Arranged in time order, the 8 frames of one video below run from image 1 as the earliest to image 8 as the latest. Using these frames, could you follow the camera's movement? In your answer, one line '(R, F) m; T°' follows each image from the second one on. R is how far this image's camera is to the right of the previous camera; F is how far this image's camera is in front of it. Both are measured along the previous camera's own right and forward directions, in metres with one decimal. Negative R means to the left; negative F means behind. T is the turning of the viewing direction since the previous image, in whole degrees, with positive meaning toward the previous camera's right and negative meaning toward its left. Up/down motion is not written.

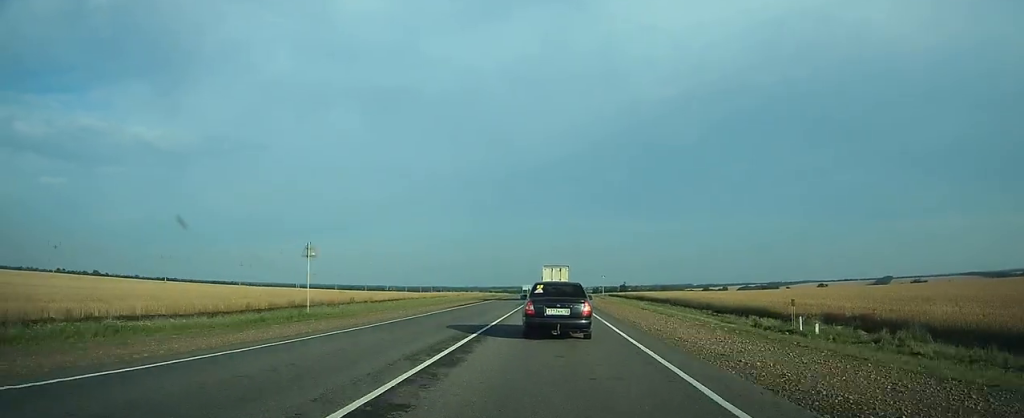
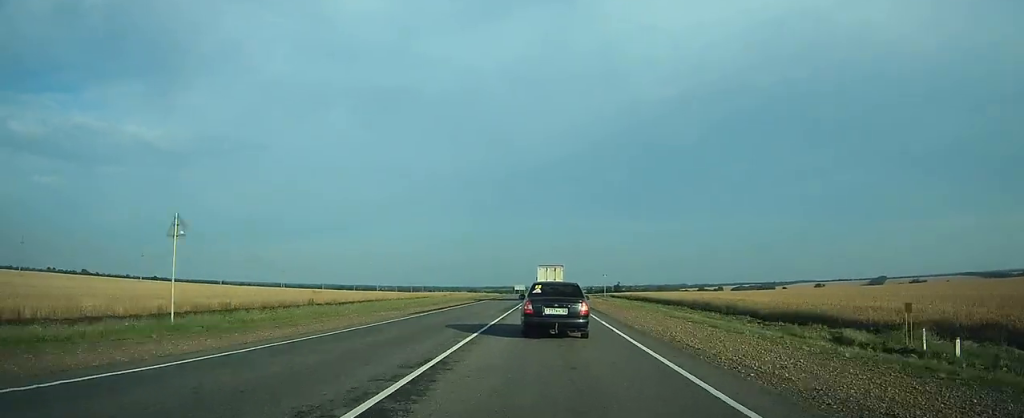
(0.0, +7.6) m; 0°
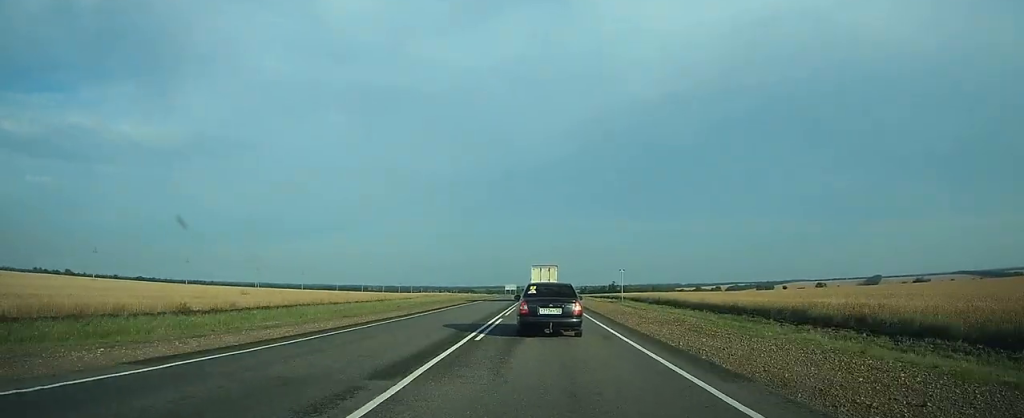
(0.0, +16.5) m; 0°
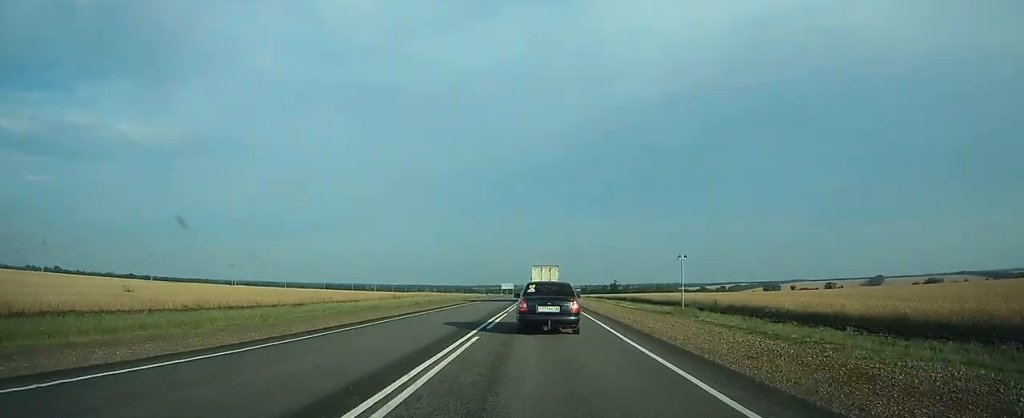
(+0.1, +21.3) m; 0°
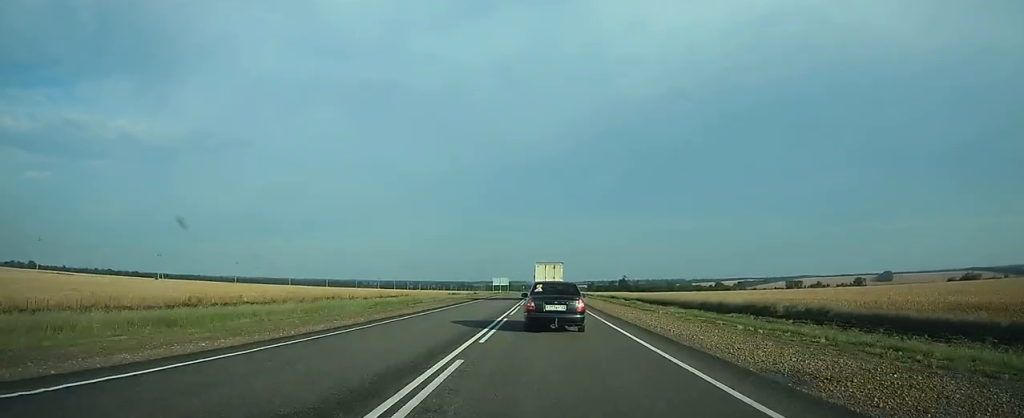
(0.0, +60.8) m; 0°
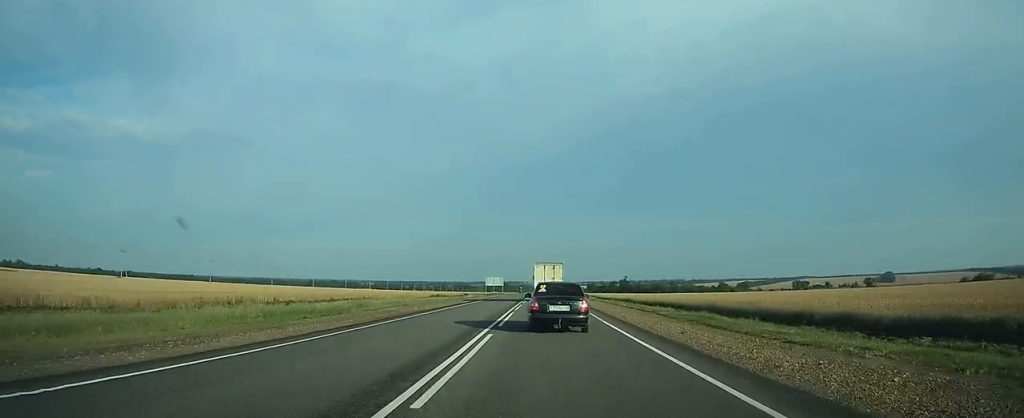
(0.0, +20.6) m; 0°
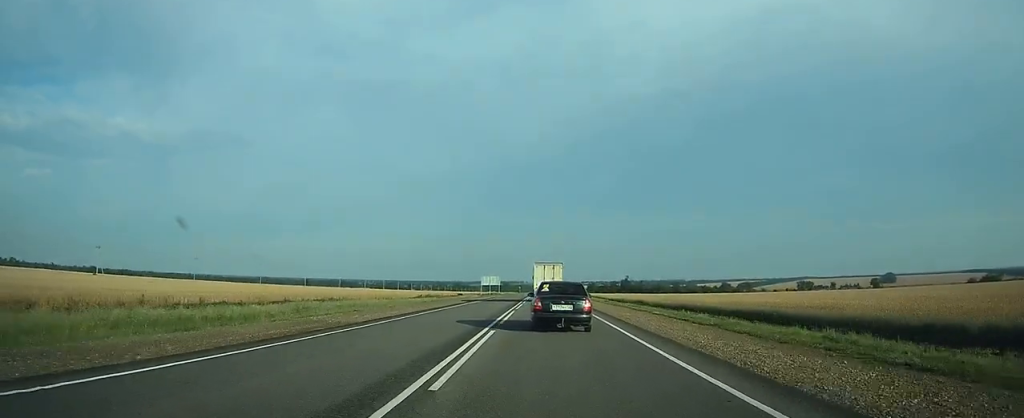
(0.0, +11.8) m; 0°
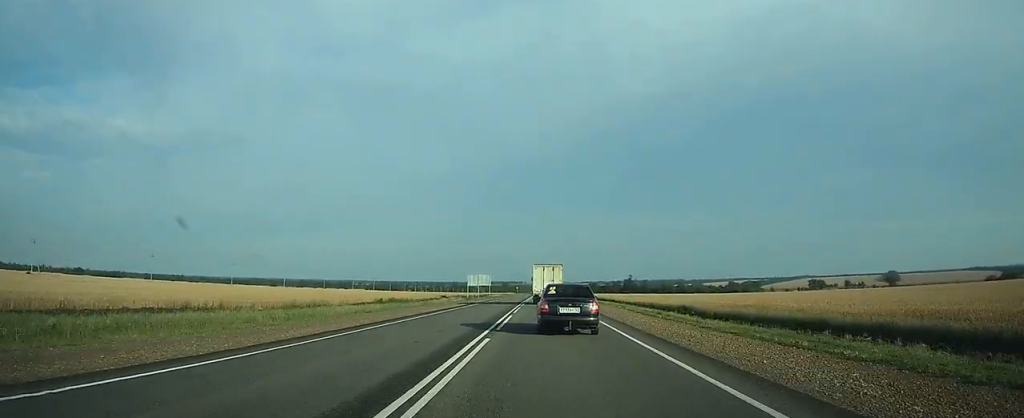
(0.0, +25.8) m; 0°
